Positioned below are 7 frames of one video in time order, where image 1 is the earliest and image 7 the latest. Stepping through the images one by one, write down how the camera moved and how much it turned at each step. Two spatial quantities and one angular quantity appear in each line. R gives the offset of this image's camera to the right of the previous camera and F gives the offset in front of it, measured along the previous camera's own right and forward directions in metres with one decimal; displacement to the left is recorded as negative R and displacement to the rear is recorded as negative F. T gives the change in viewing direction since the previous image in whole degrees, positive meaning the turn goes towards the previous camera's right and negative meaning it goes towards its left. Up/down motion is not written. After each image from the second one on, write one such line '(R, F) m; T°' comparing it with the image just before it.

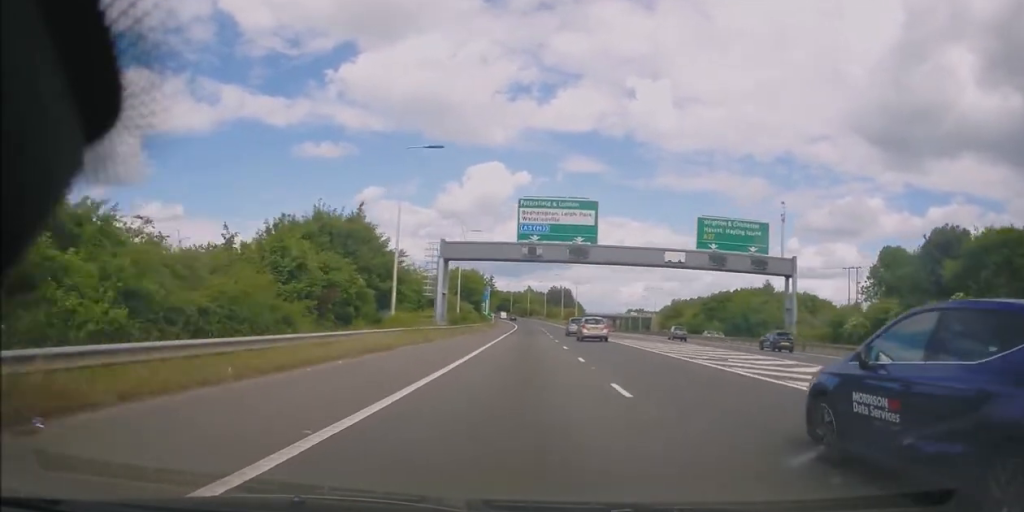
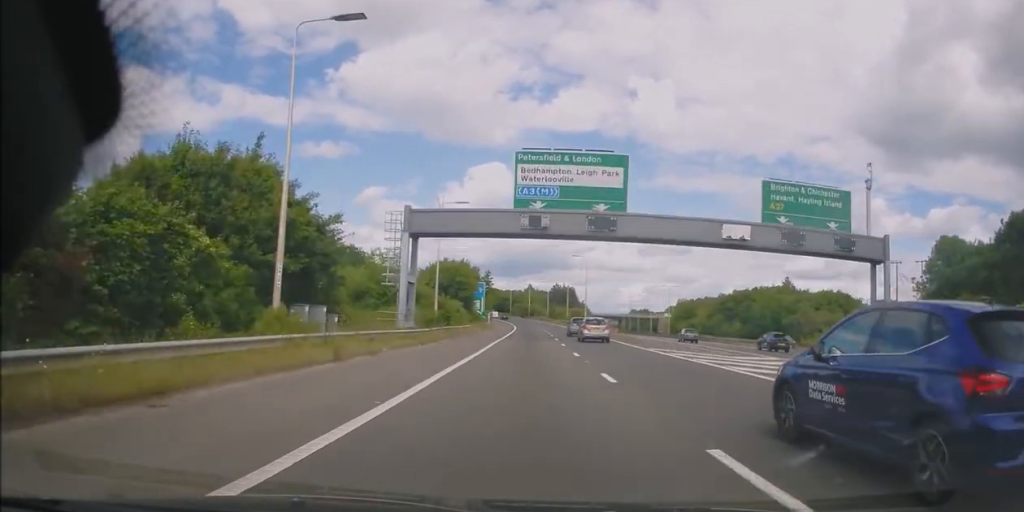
(0.0, +14.9) m; 0°
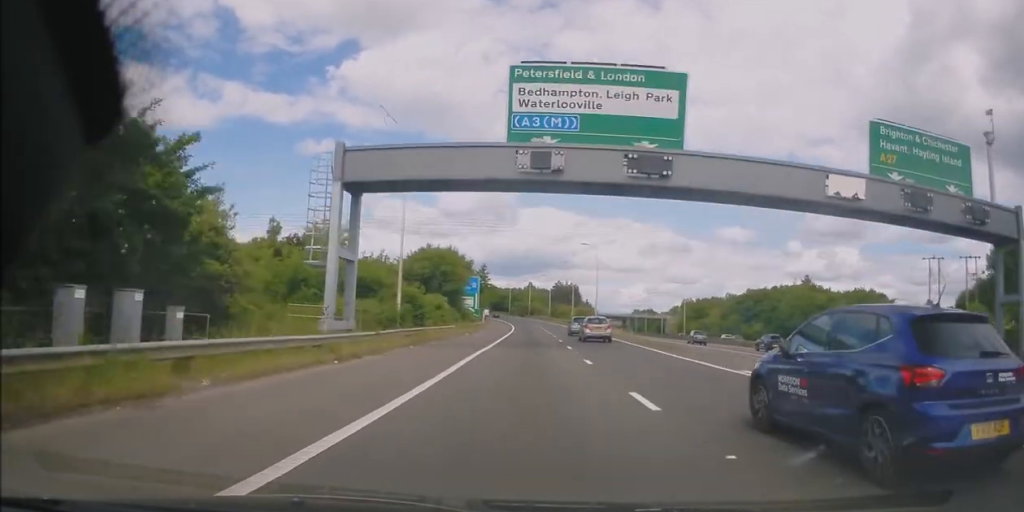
(+0.2, +13.0) m; 0°
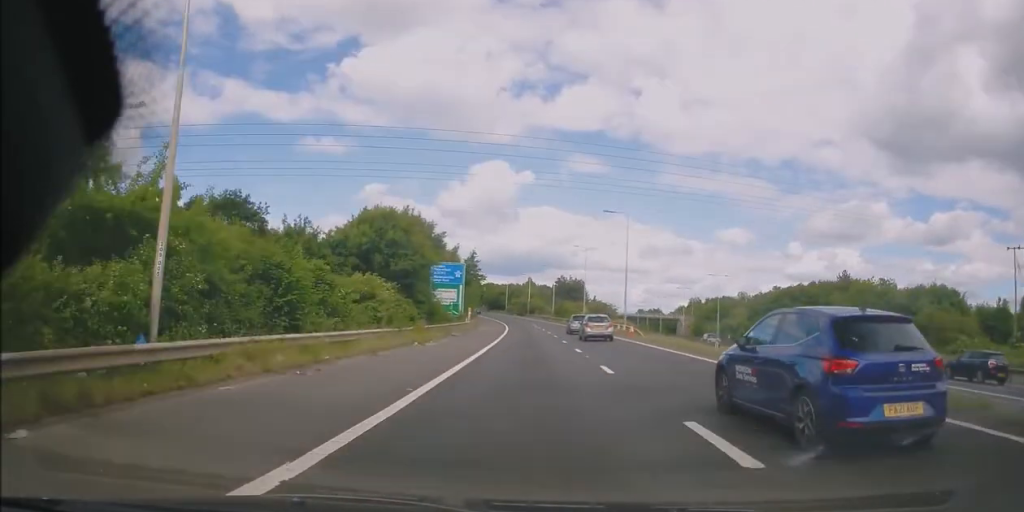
(-0.2, +21.8) m; 0°
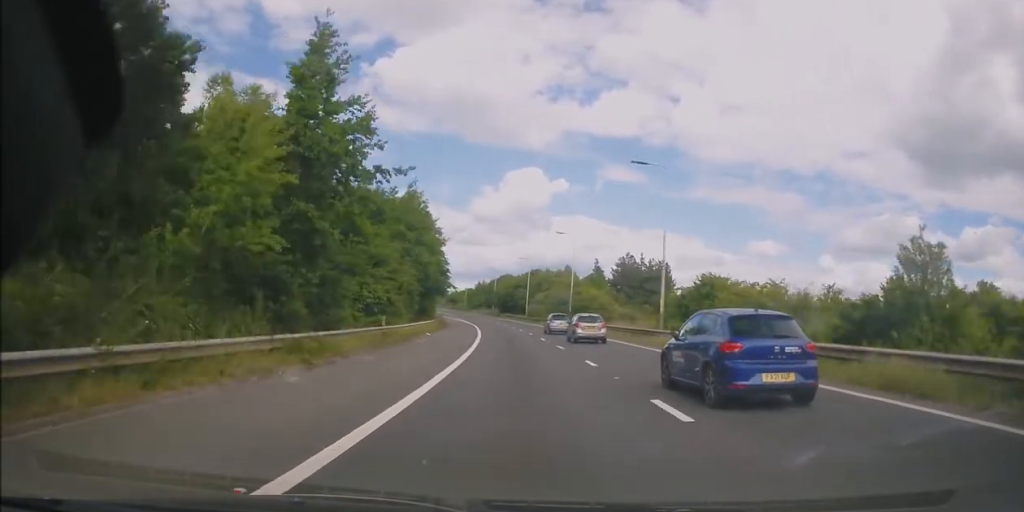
(-1.4, +77.8) m; -3°
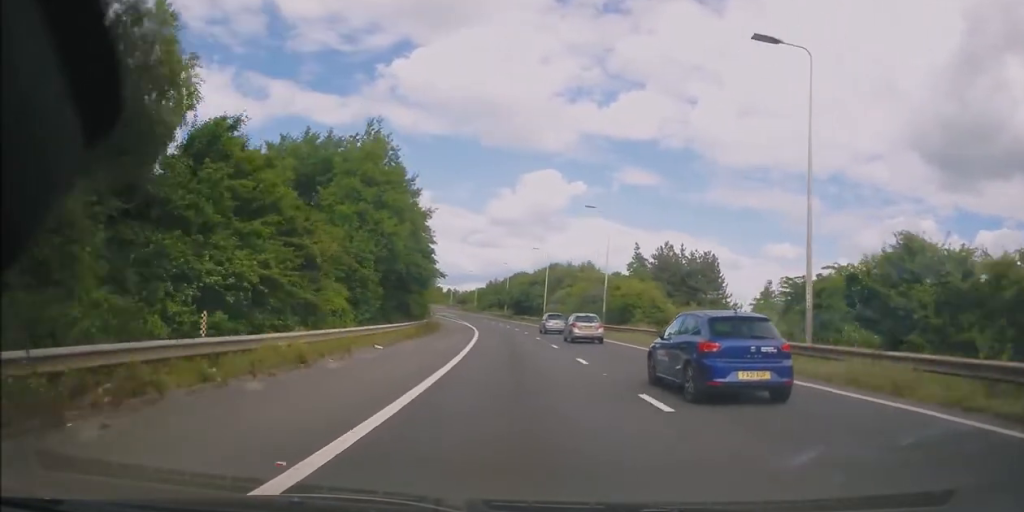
(-0.5, +16.6) m; -2°
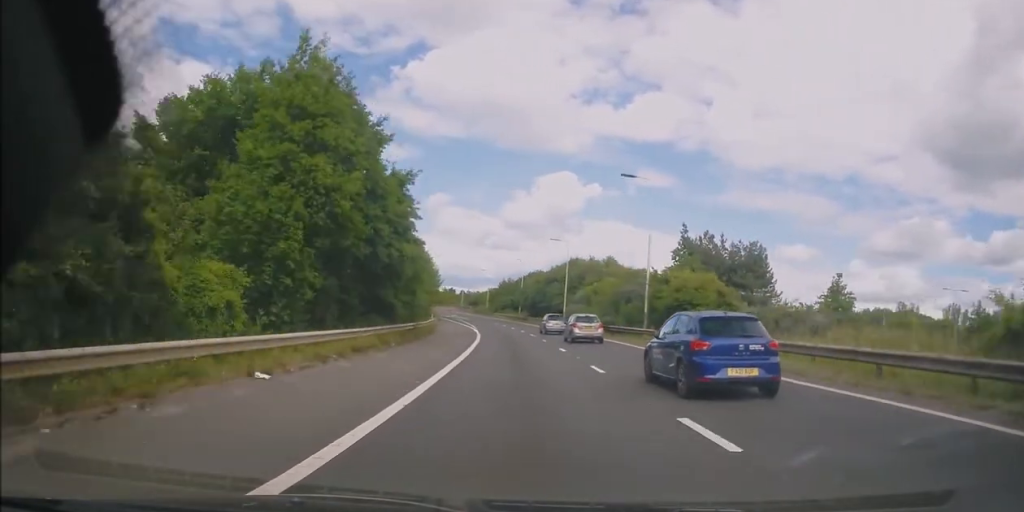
(-0.2, +11.4) m; -1°
